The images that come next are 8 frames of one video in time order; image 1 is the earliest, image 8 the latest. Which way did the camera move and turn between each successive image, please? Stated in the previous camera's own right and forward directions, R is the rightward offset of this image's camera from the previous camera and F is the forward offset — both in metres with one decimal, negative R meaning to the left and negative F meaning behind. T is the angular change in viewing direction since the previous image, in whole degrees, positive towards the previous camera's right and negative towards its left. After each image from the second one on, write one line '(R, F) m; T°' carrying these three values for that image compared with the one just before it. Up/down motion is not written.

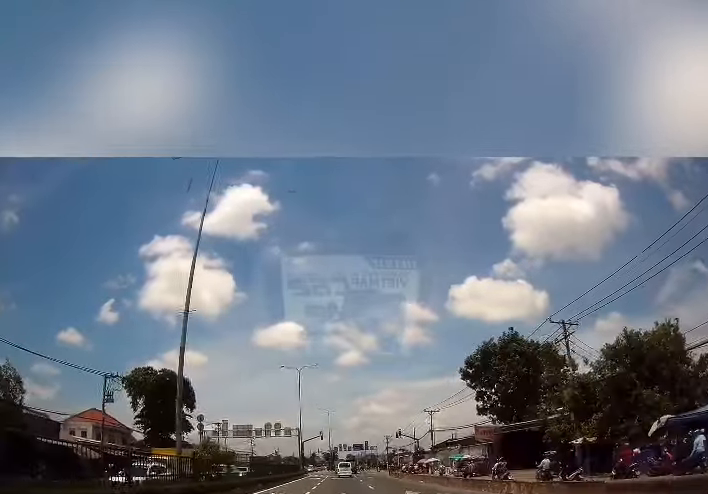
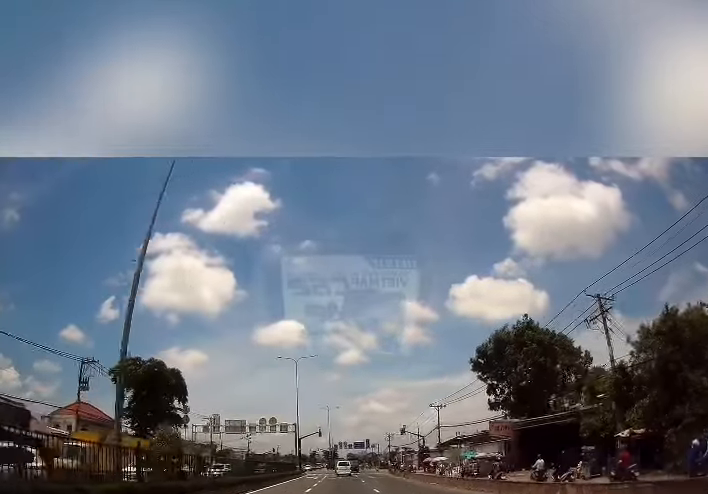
(+0.1, +4.3) m; +1°
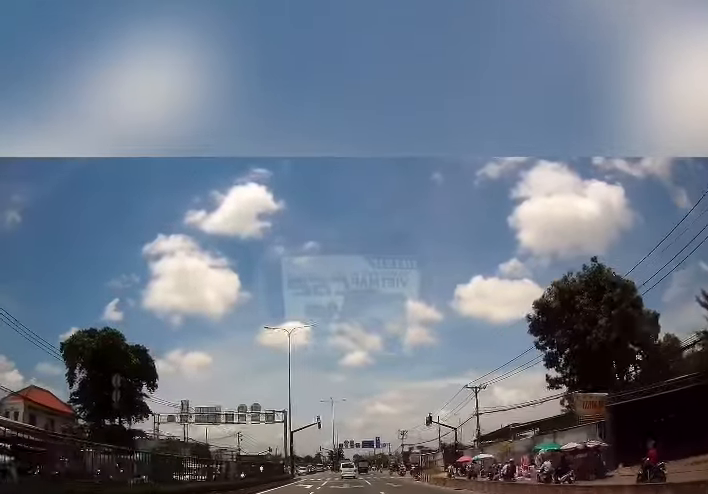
(+0.1, +14.7) m; +1°
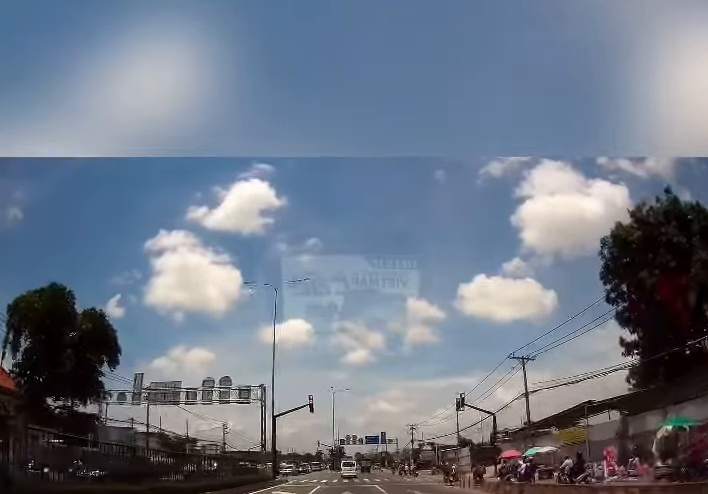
(+0.1, +11.2) m; 0°
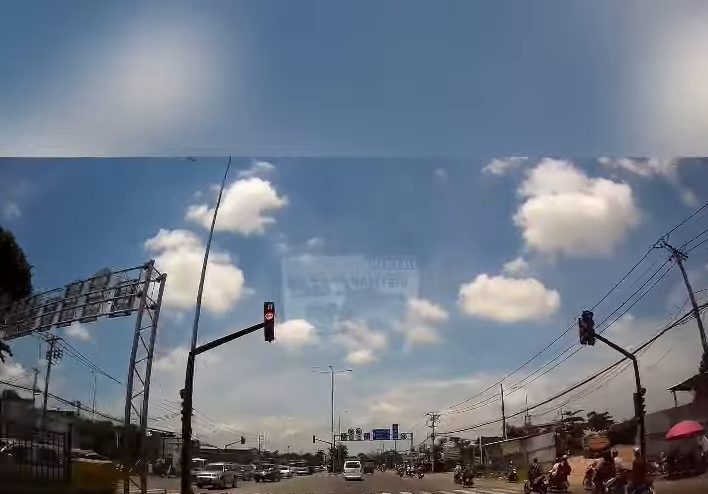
(0.0, +18.4) m; 0°
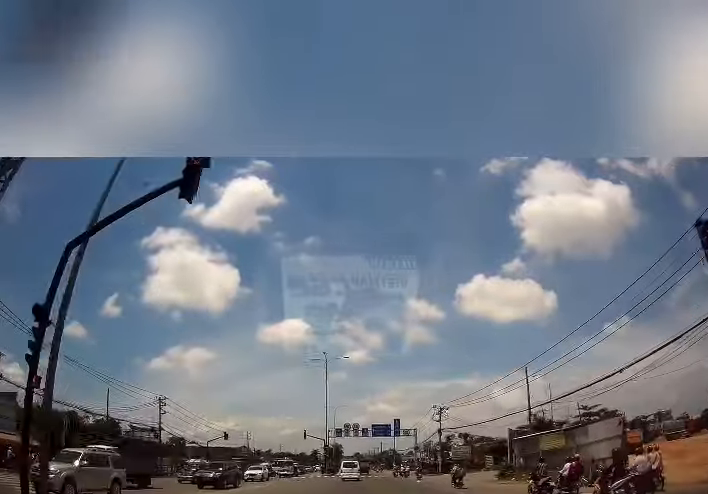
(0.0, +7.7) m; 0°
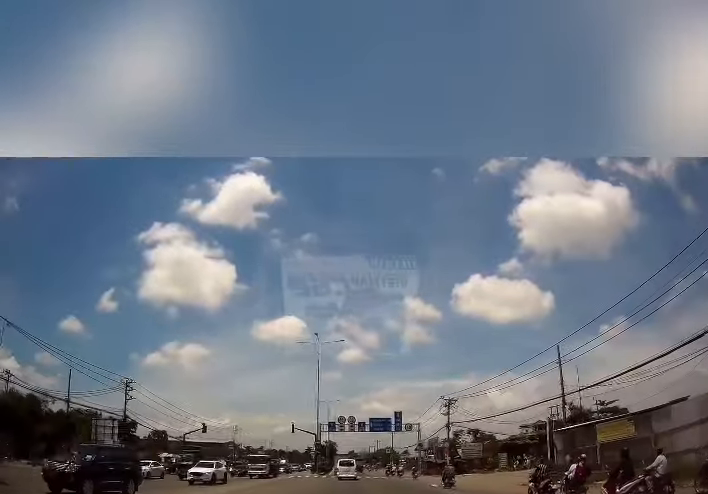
(0.0, +7.4) m; 0°
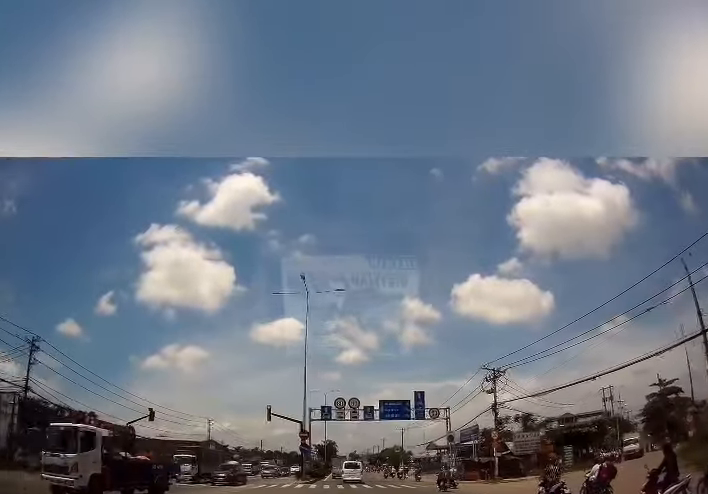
(+0.1, +16.4) m; +3°
